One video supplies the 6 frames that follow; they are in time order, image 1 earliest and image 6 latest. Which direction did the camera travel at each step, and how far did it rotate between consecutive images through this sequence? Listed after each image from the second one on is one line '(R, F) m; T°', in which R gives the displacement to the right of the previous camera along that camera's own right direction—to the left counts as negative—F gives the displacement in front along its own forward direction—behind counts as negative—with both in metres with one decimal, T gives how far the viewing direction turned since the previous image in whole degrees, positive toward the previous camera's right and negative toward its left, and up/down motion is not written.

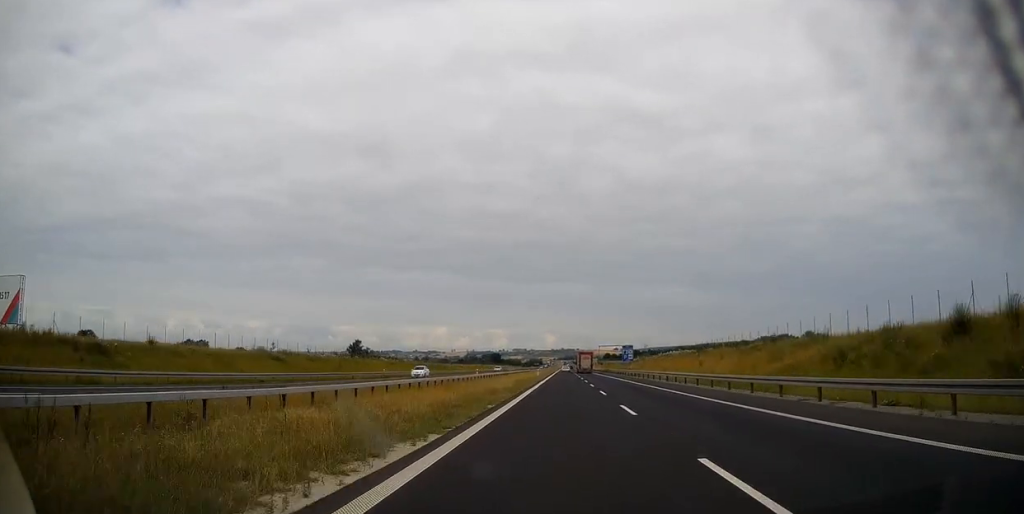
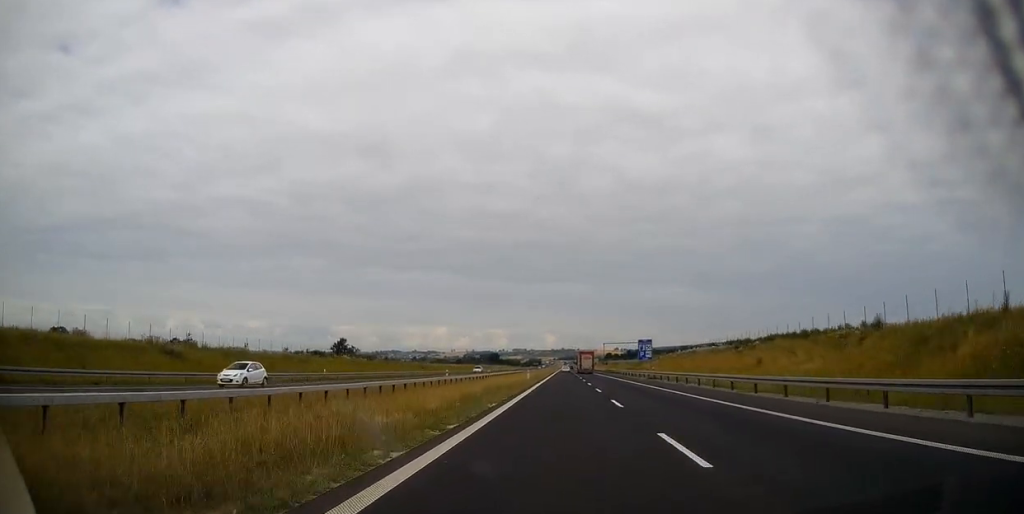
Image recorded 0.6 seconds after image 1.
(0.0, +20.8) m; 0°
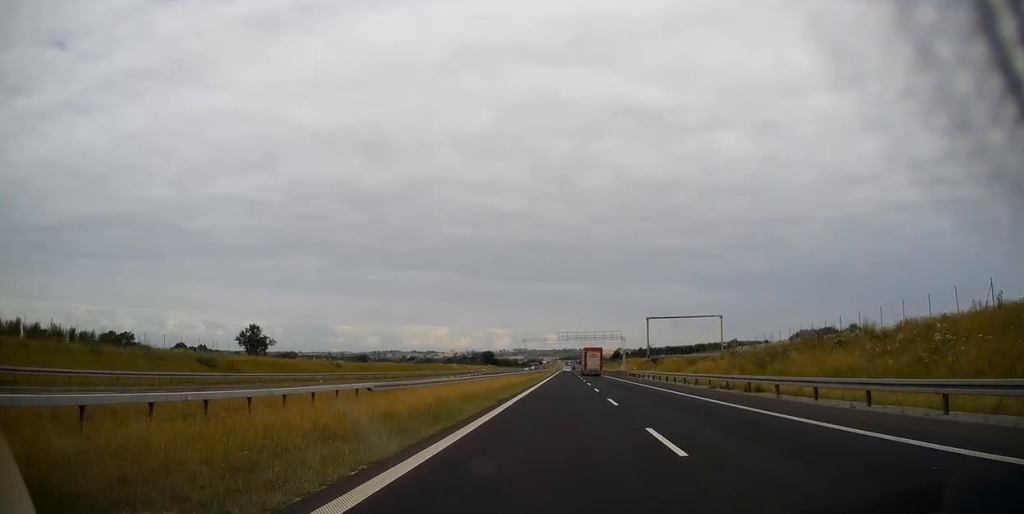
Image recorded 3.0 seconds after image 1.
(0.0, +83.4) m; 0°
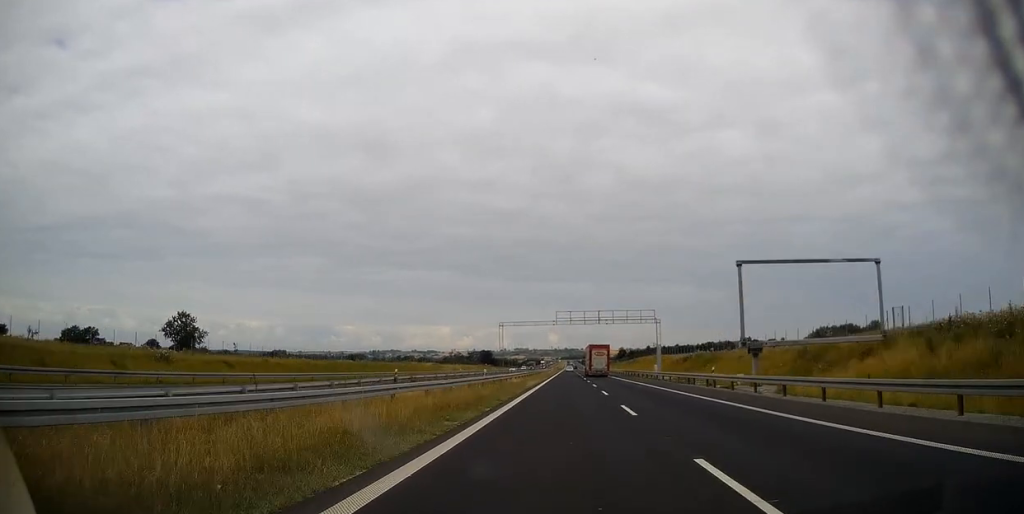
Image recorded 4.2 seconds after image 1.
(0.0, +40.5) m; 0°
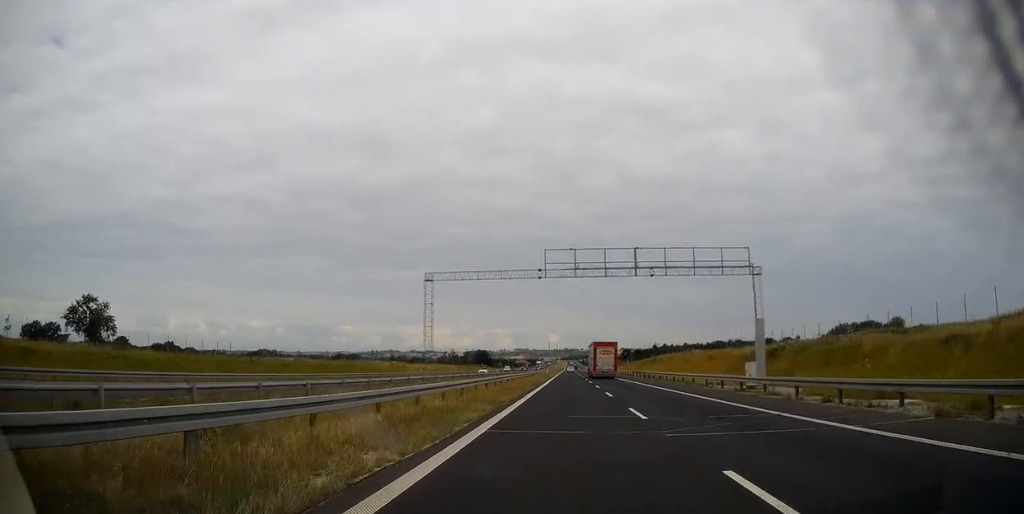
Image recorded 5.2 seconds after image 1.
(-0.1, +37.1) m; 0°
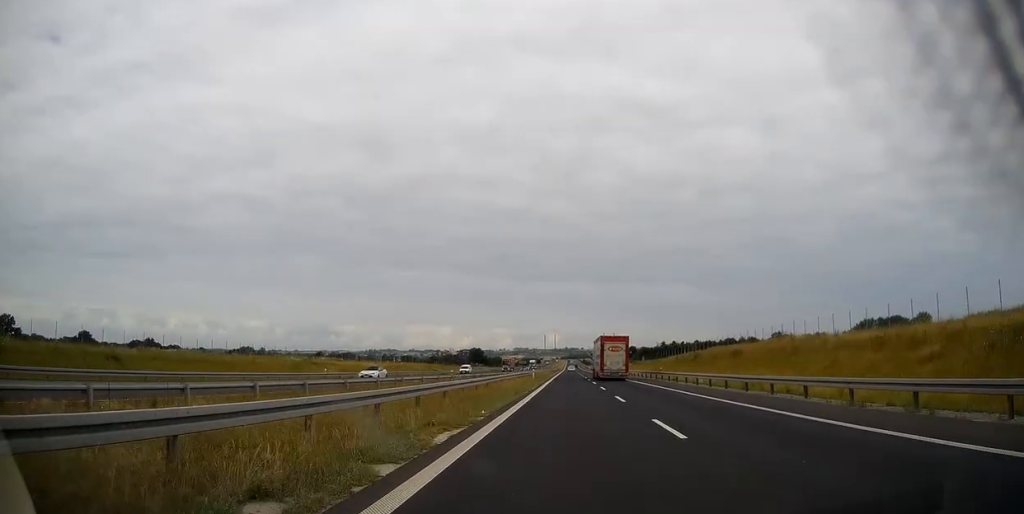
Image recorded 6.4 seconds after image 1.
(0.0, +40.7) m; 0°
